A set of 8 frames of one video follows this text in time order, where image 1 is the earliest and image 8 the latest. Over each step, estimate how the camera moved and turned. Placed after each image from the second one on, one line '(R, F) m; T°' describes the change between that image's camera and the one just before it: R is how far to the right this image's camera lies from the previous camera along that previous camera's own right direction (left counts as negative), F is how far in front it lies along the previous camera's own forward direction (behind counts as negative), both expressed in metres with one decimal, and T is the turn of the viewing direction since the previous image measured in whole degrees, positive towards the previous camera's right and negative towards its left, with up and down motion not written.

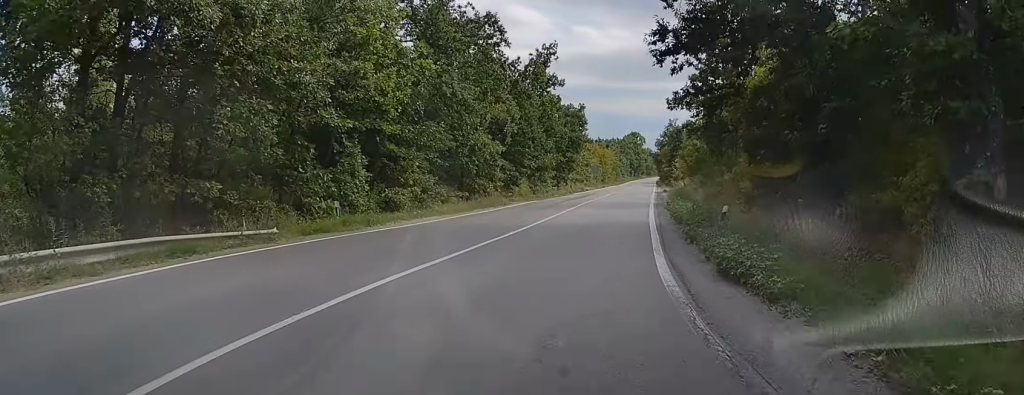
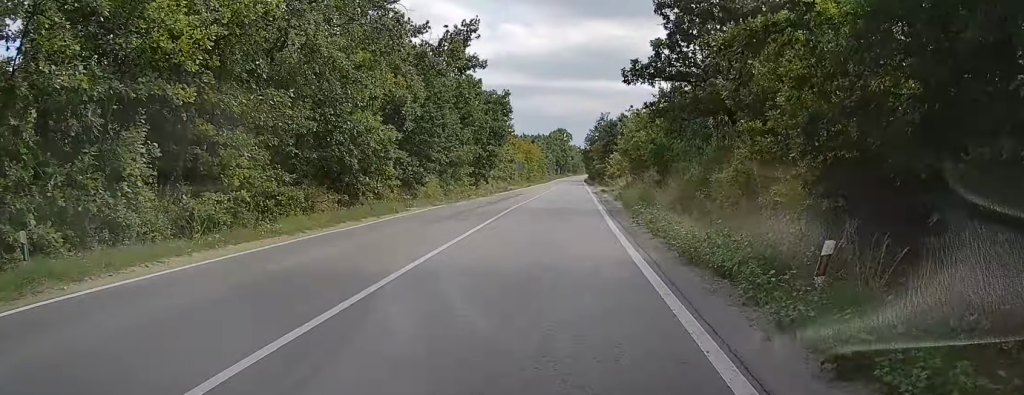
(+0.5, +10.4) m; +5°
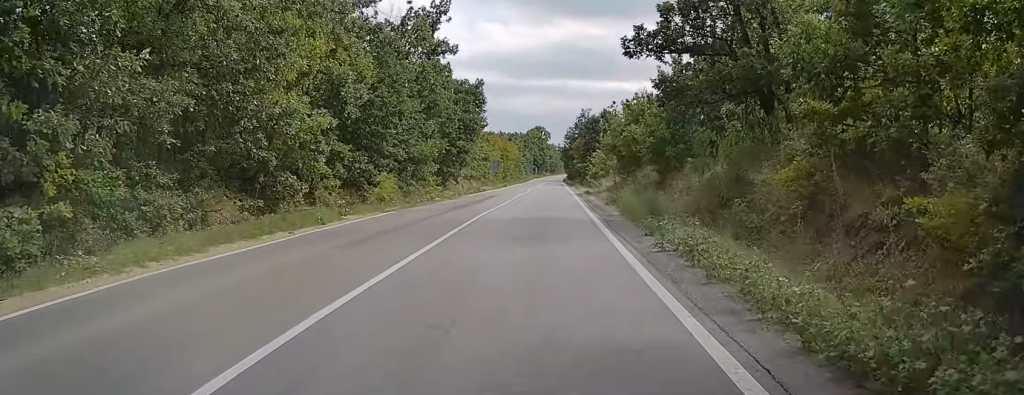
(+0.3, +6.5) m; +2°
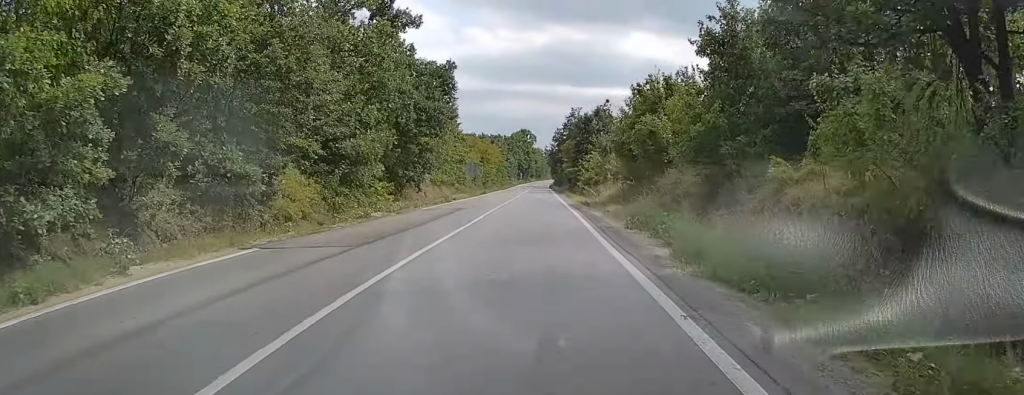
(+0.3, +11.5) m; +1°
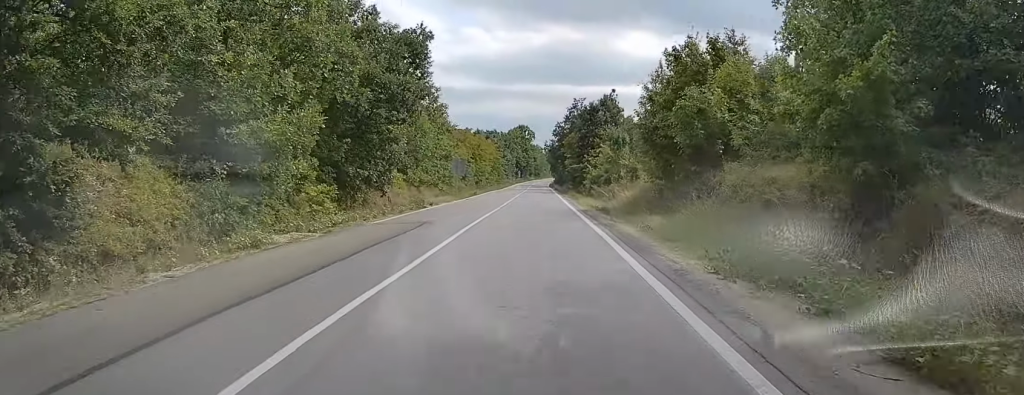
(0.0, +10.1) m; 0°
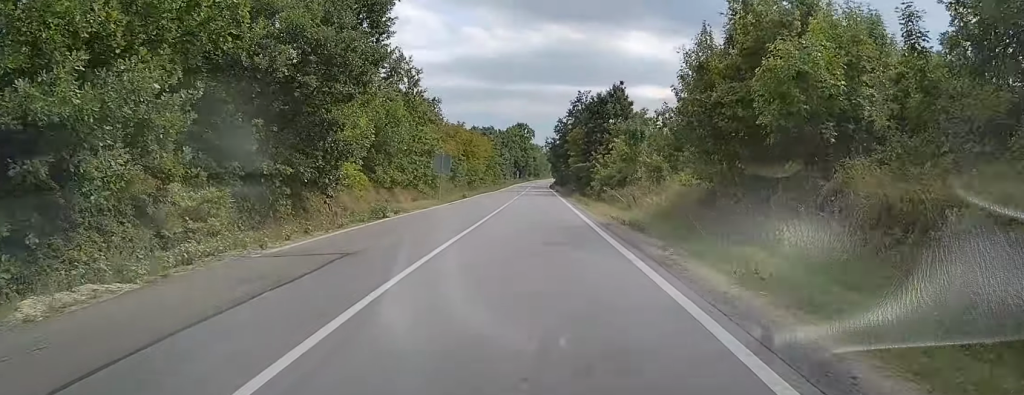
(-0.1, +8.9) m; 0°
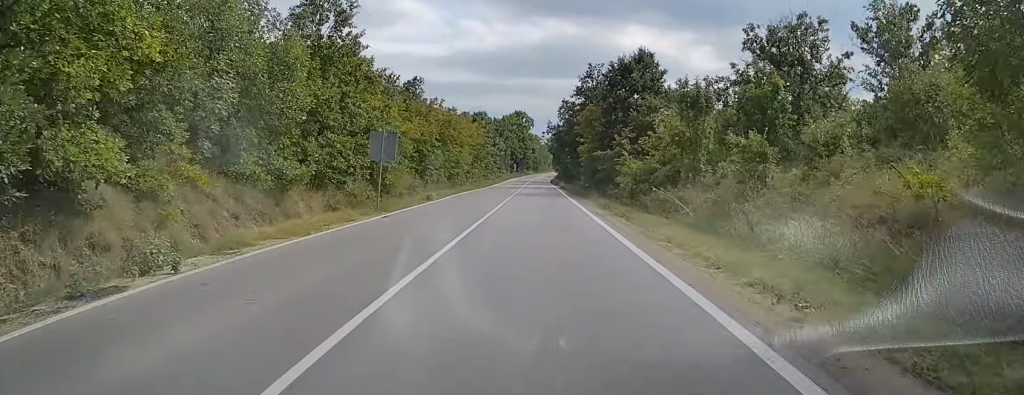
(0.0, +16.9) m; -1°
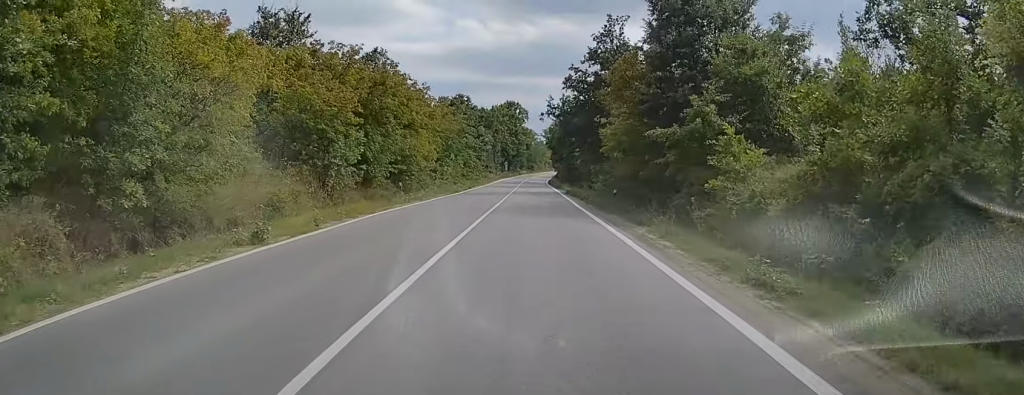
(0.0, +21.6) m; +1°
